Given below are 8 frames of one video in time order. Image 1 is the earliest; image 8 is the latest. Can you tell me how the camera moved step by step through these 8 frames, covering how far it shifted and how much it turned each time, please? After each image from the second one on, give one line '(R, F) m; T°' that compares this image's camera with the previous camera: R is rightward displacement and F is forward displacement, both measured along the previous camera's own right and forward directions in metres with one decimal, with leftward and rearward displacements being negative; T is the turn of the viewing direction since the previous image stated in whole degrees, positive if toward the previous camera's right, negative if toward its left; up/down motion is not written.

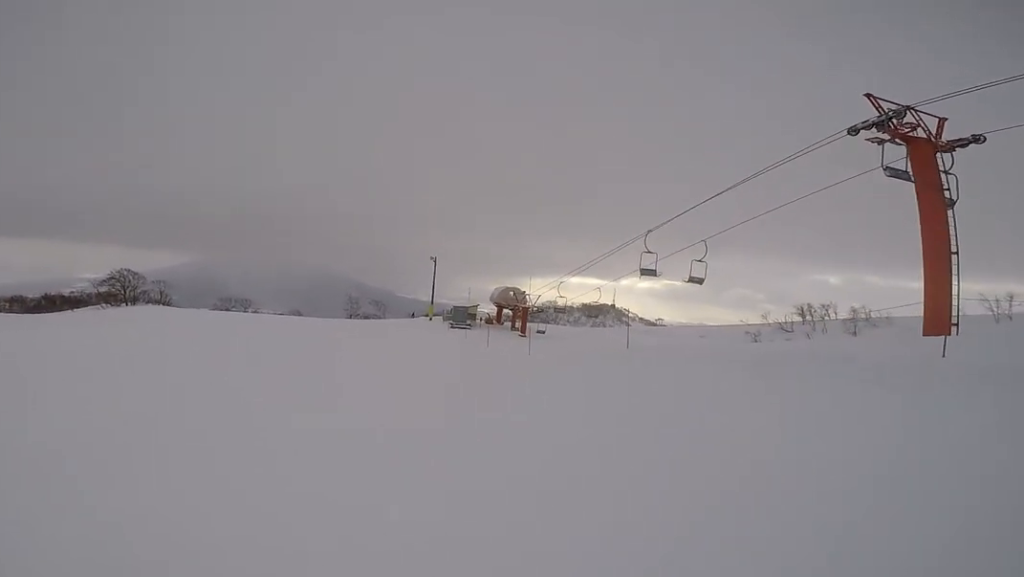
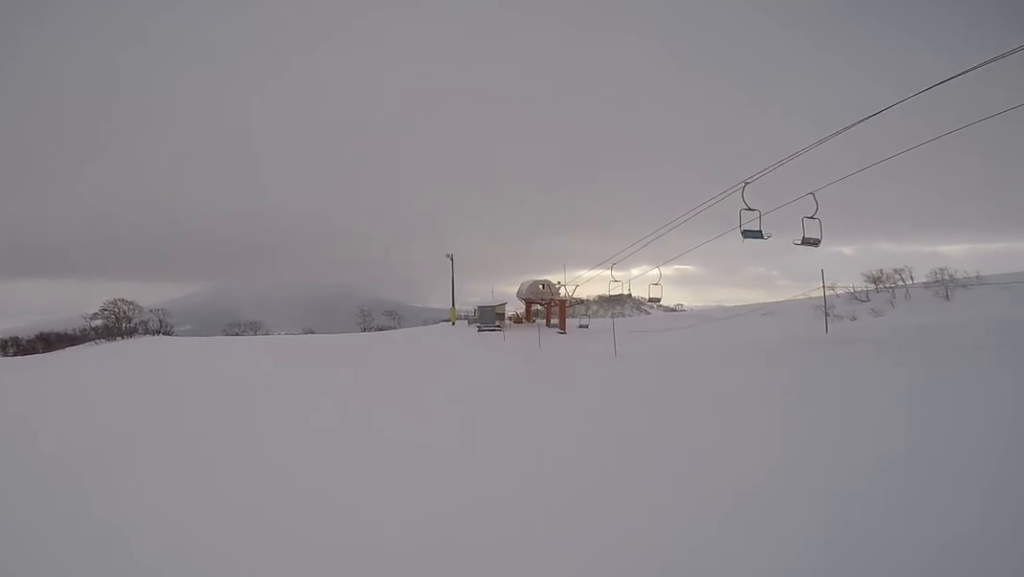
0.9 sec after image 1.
(+0.9, +6.9) m; 0°
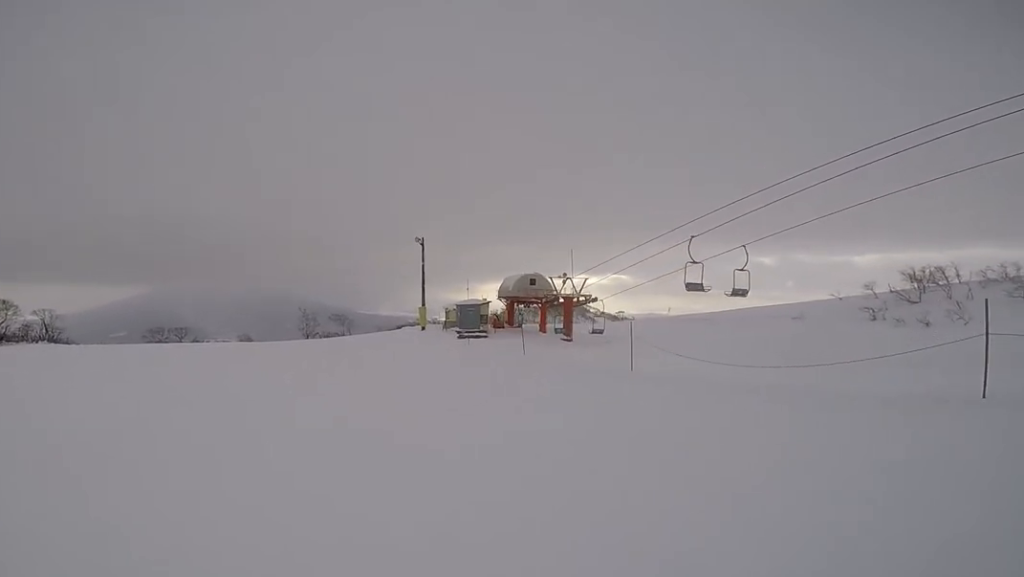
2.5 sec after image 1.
(-0.4, +13.0) m; +3°
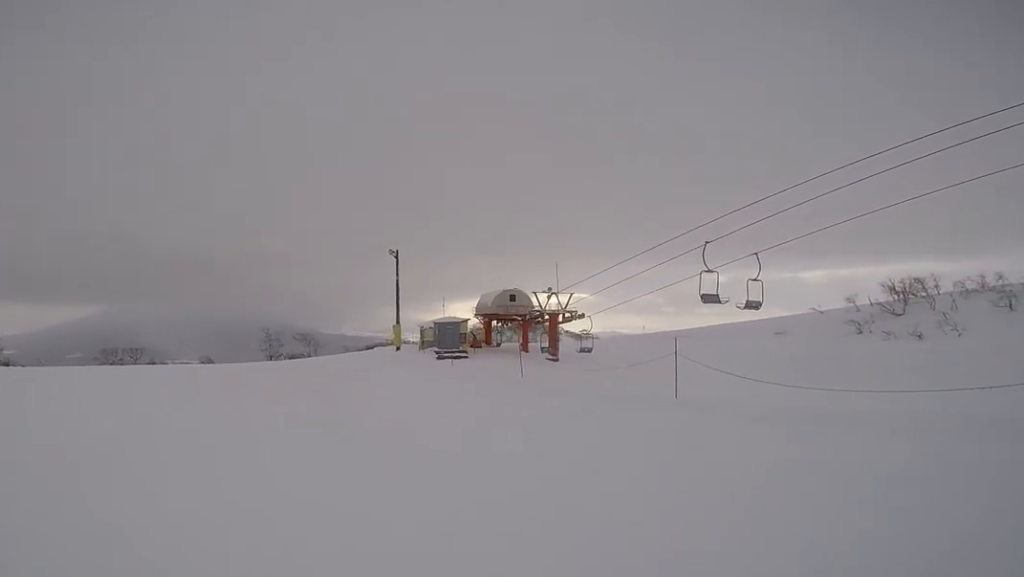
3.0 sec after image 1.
(+0.3, +3.4) m; +3°
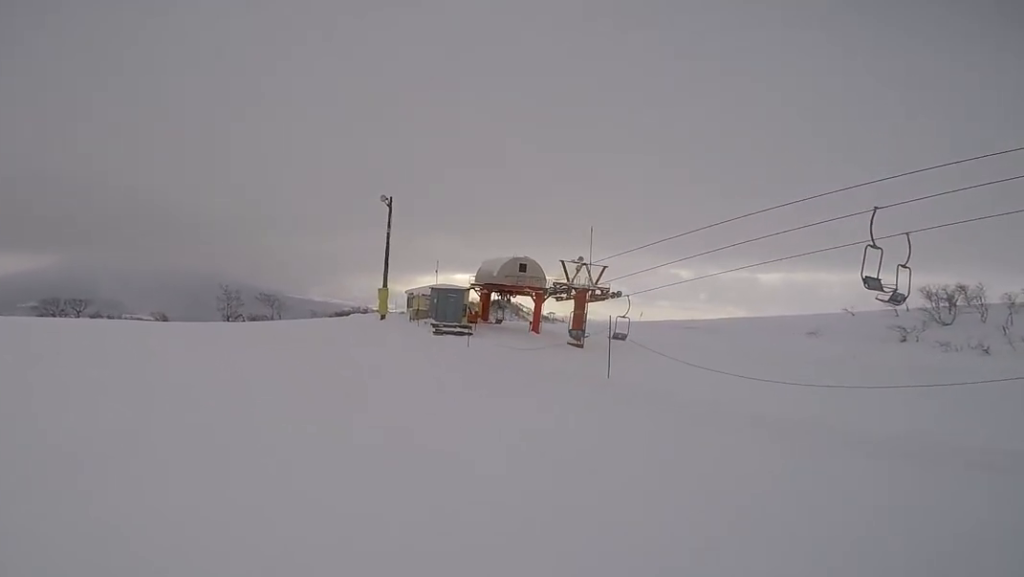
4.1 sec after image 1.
(-0.2, +7.3) m; +5°
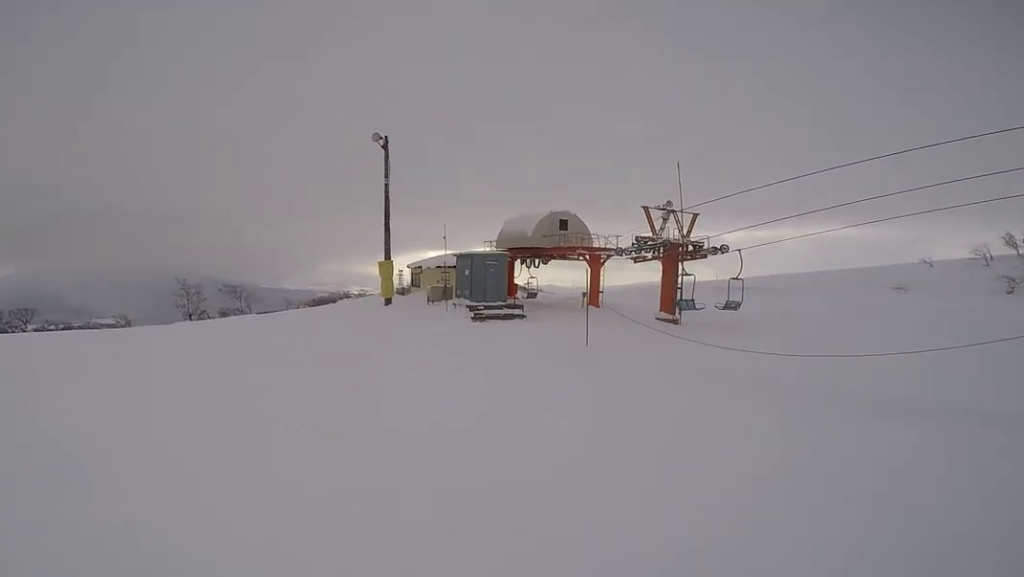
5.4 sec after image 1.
(+0.5, +8.7) m; -4°
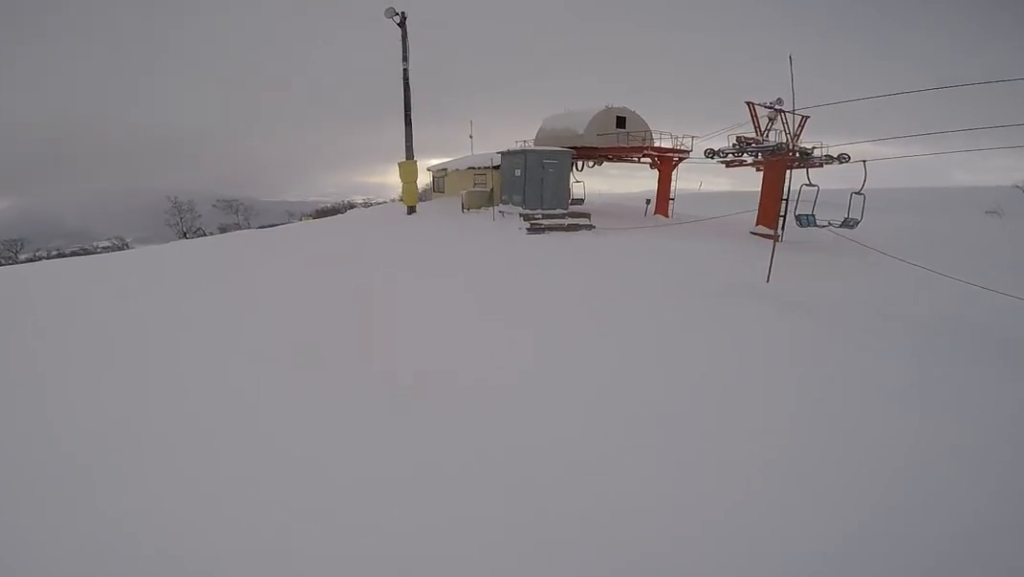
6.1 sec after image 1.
(-0.3, +4.0) m; -5°
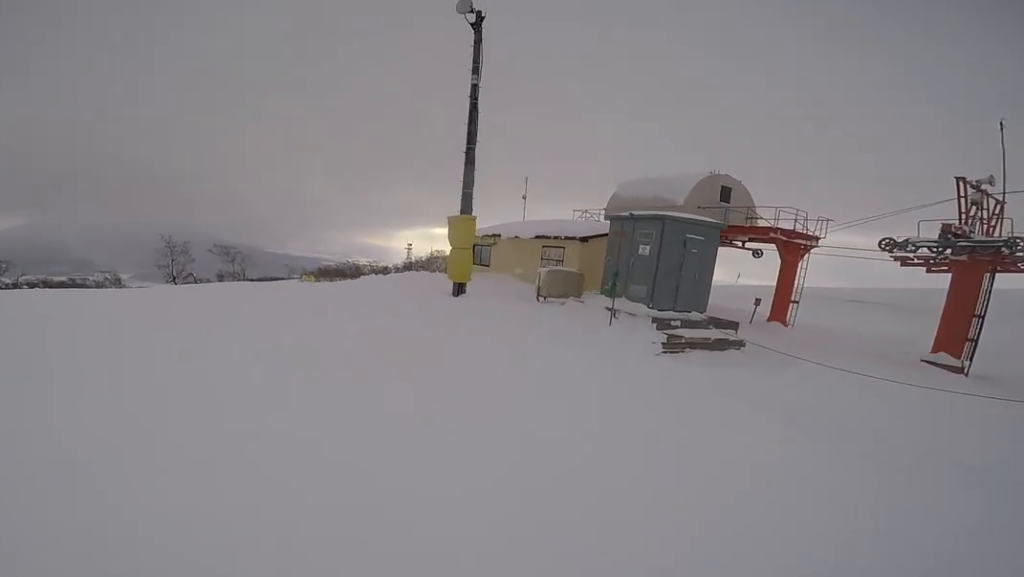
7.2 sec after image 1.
(-0.1, +5.7) m; +1°
